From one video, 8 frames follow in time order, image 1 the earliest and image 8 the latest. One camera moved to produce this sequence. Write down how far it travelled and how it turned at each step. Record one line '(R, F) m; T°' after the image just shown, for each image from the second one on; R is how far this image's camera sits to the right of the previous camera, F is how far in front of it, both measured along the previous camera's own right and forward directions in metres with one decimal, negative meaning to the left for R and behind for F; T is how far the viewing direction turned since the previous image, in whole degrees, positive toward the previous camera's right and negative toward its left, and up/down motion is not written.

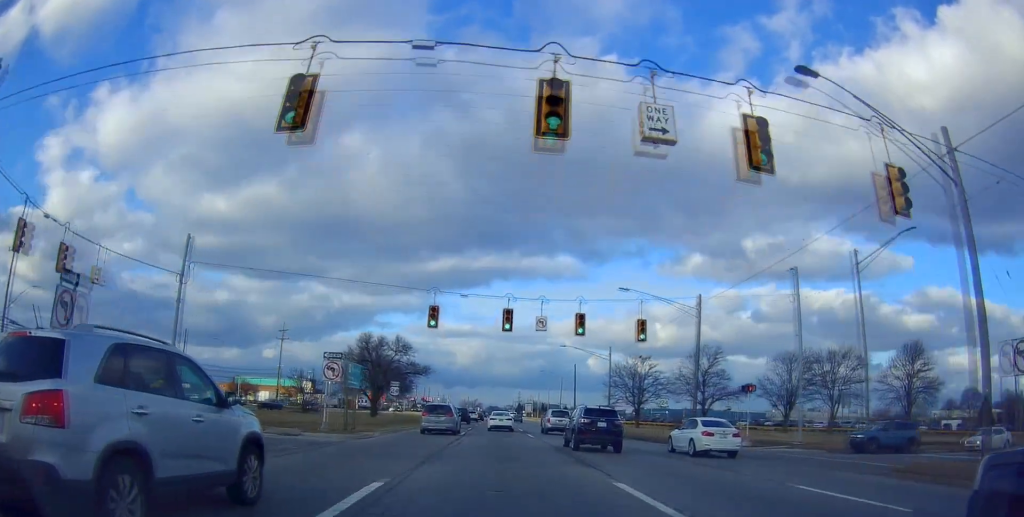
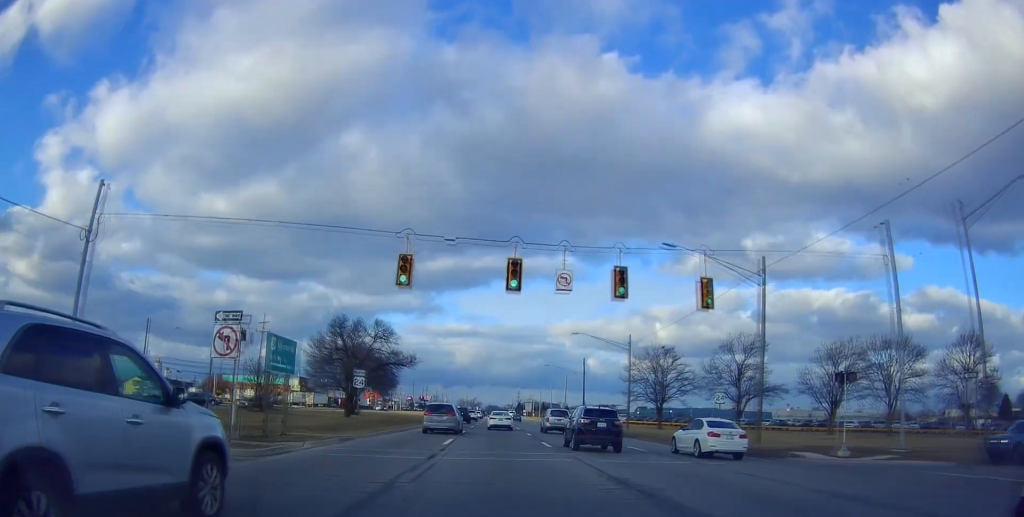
(0.0, +10.5) m; 0°
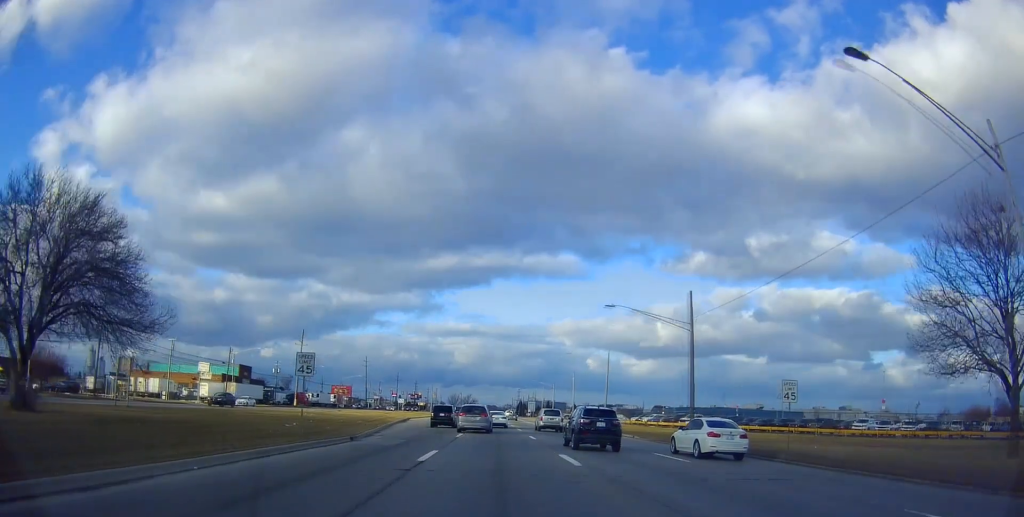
(+0.9, +49.5) m; +1°
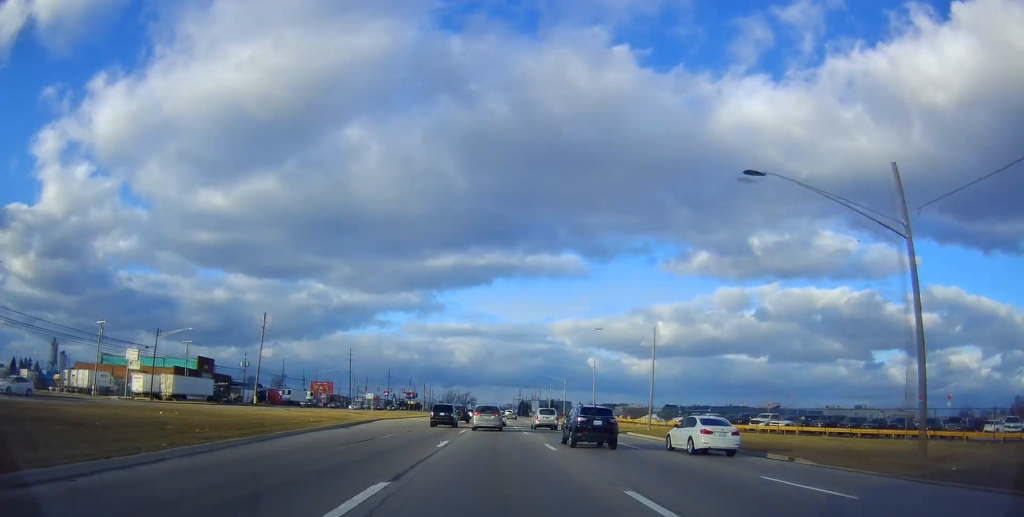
(-0.9, +24.1) m; -2°
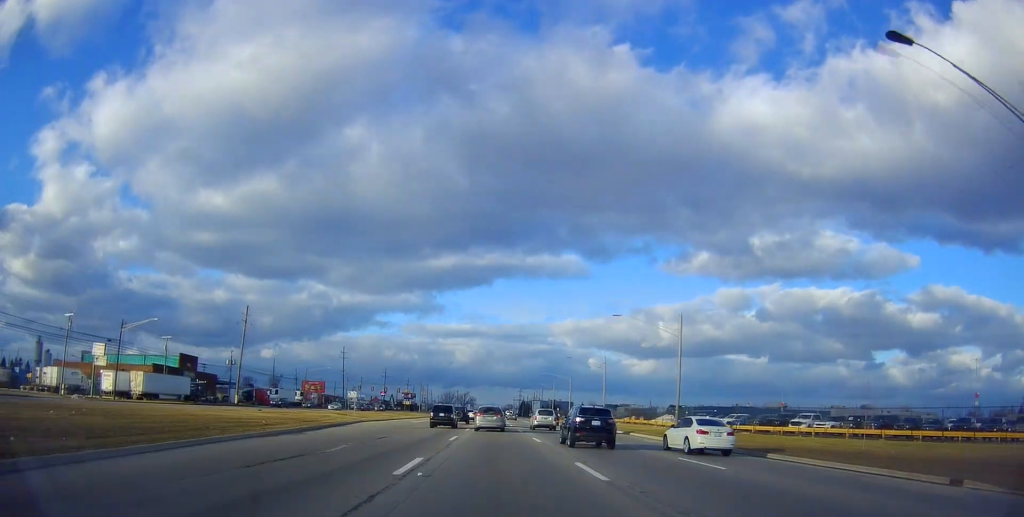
(0.0, +9.0) m; 0°
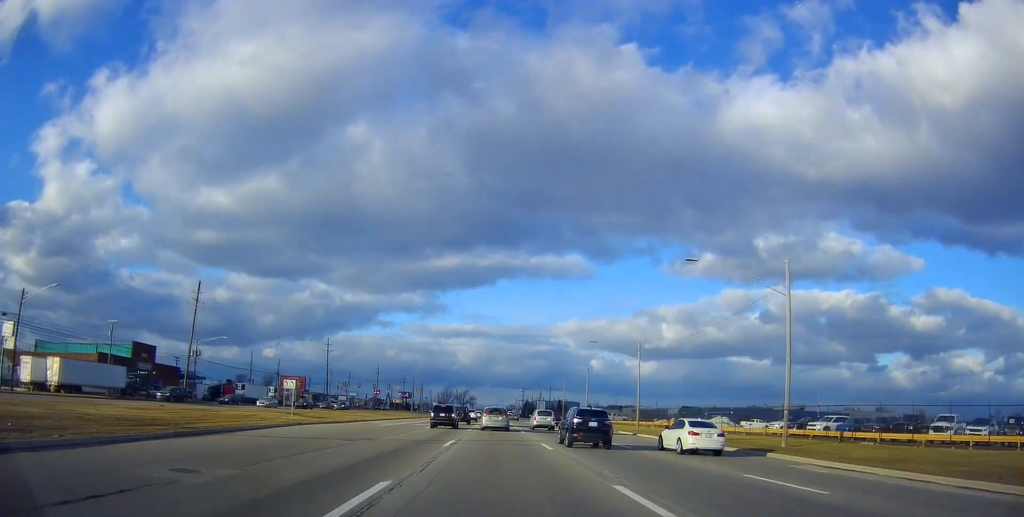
(0.0, +20.2) m; +1°
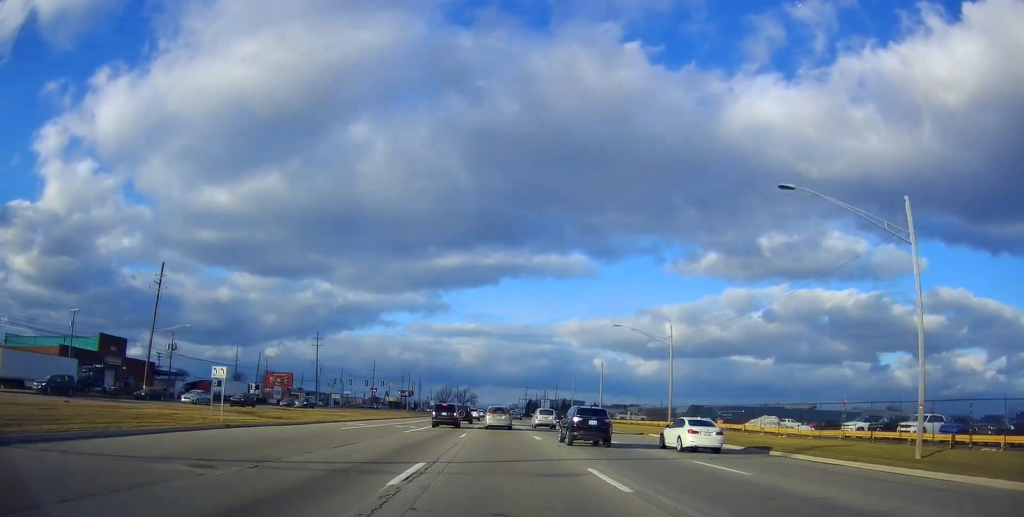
(-0.1, +12.0) m; +1°
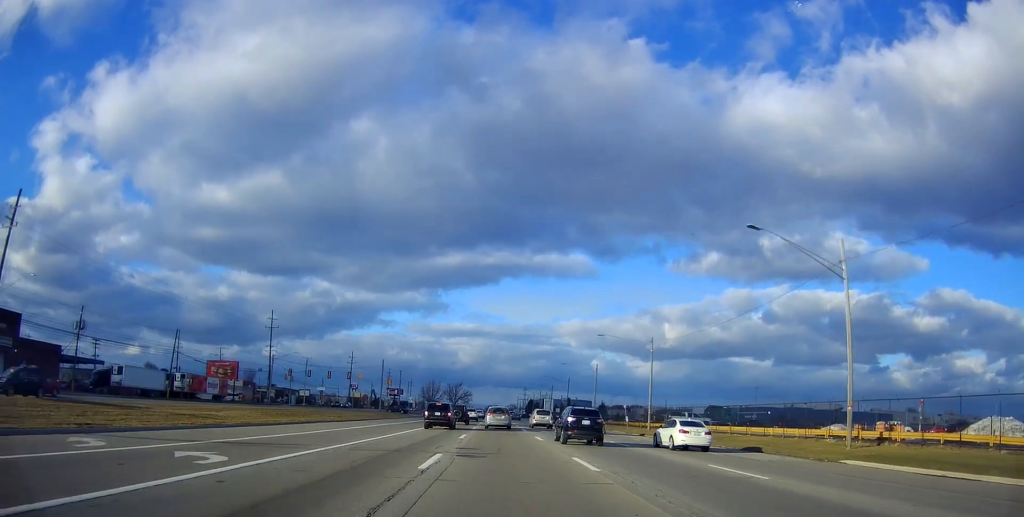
(+0.3, +31.2) m; -1°
